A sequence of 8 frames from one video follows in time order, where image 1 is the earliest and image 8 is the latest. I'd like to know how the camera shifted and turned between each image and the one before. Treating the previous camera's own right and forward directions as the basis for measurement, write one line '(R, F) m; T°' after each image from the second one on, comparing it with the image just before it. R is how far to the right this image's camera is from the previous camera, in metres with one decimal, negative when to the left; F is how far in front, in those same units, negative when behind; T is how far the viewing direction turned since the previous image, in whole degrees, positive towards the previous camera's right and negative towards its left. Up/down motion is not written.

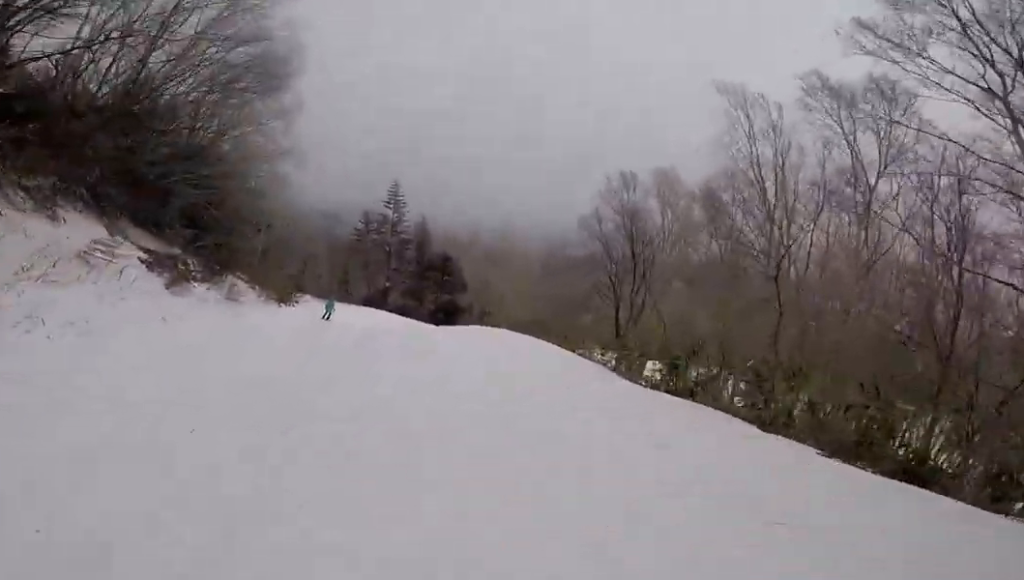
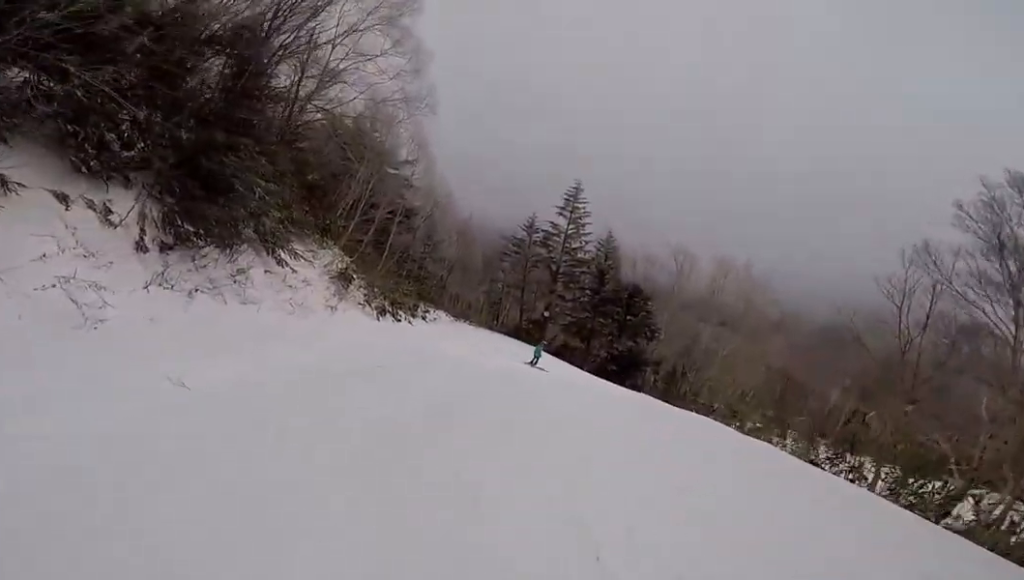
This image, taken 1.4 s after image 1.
(-2.8, +8.2) m; -17°
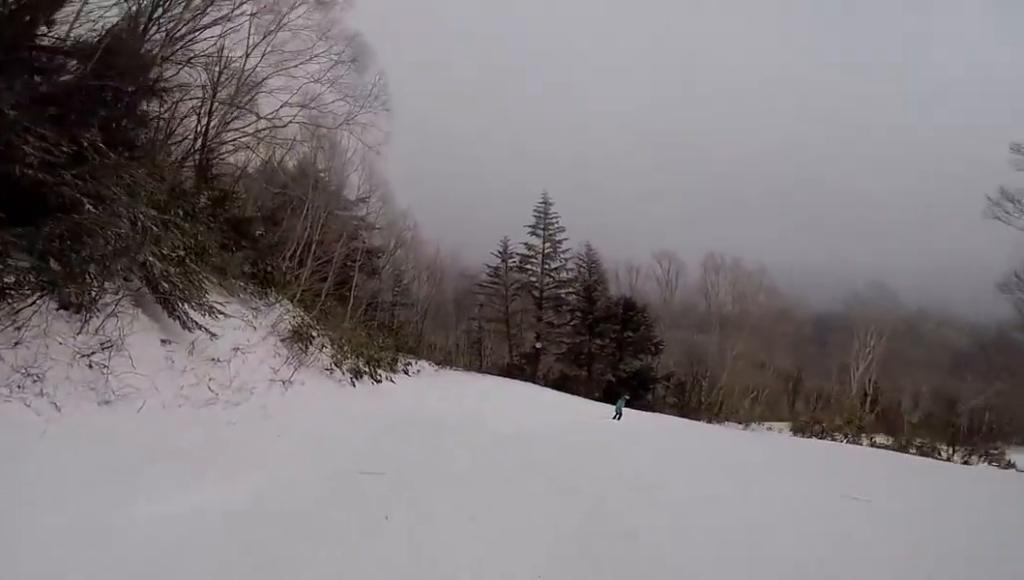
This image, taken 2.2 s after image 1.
(0.0, +4.2) m; +8°
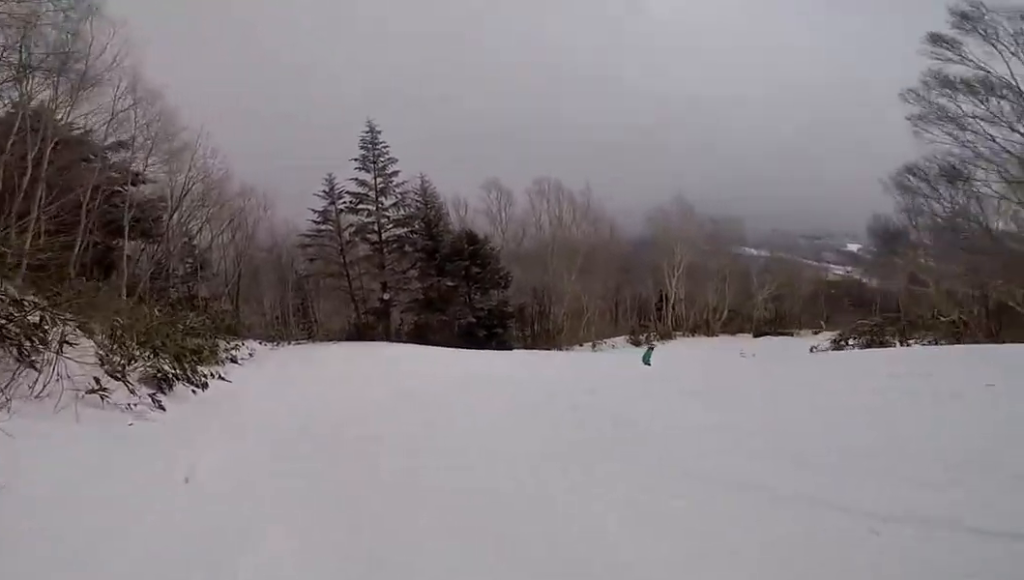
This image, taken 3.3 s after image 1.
(+1.3, +6.7) m; +16°
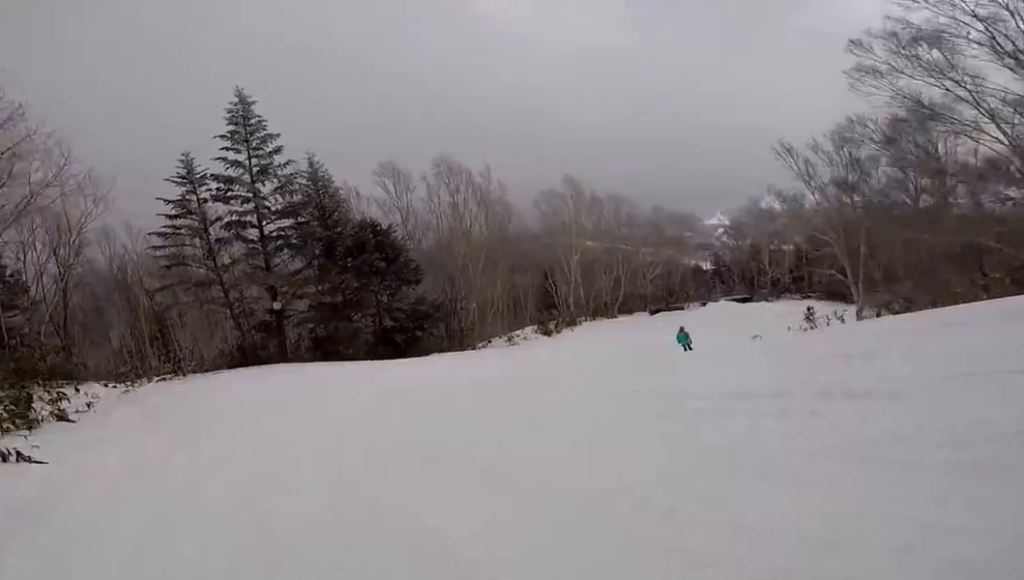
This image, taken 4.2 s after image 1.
(+0.3, +5.2) m; +19°
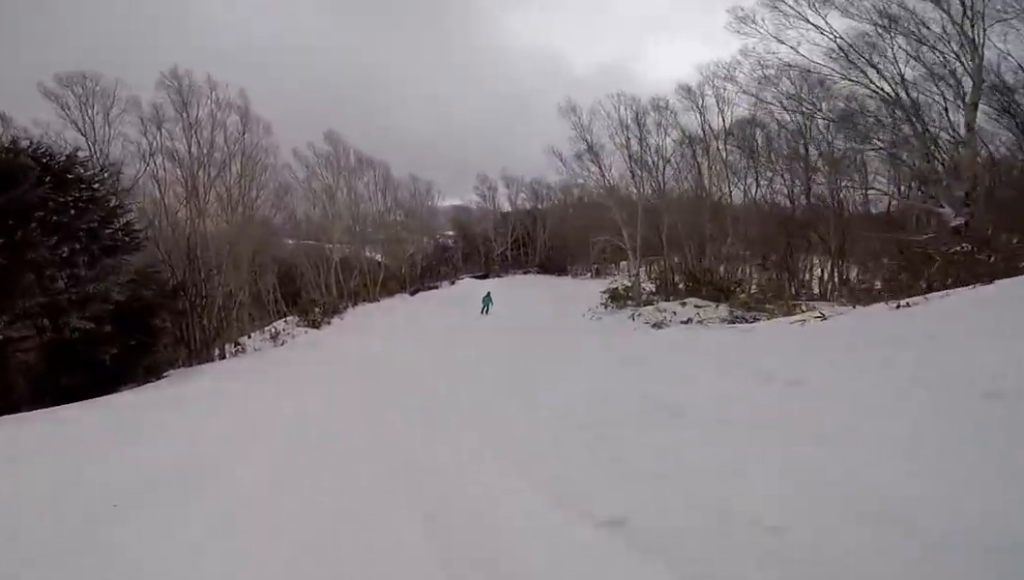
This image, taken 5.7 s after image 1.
(+4.0, +6.7) m; +47°
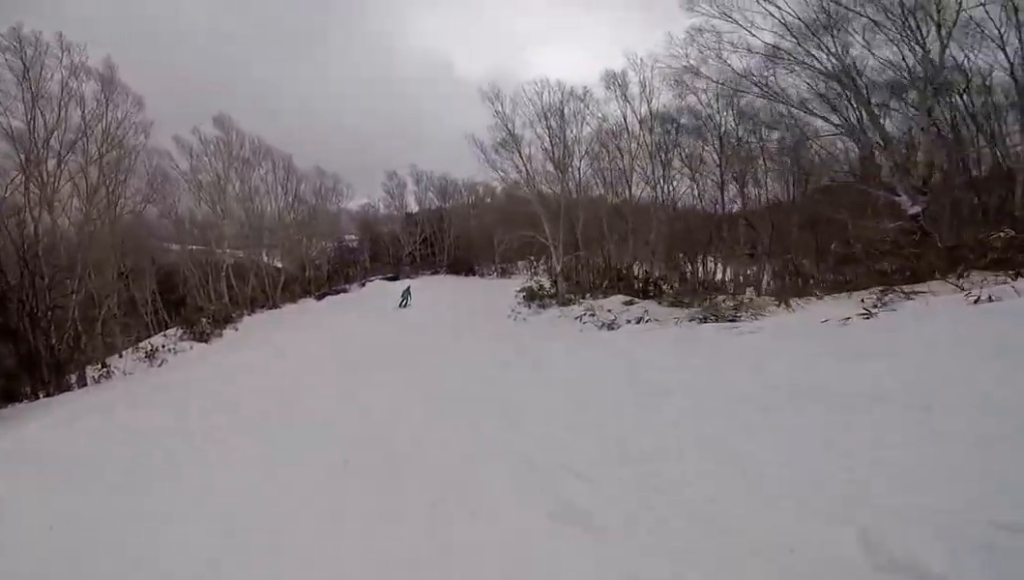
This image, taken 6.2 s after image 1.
(+0.2, +3.1) m; +6°
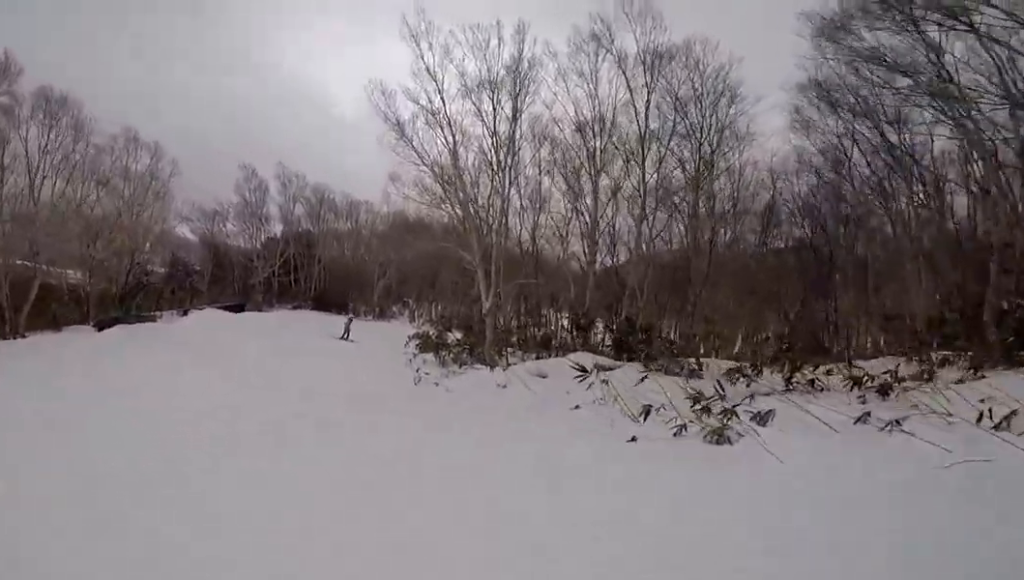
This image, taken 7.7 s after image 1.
(+0.4, +9.8) m; +10°
